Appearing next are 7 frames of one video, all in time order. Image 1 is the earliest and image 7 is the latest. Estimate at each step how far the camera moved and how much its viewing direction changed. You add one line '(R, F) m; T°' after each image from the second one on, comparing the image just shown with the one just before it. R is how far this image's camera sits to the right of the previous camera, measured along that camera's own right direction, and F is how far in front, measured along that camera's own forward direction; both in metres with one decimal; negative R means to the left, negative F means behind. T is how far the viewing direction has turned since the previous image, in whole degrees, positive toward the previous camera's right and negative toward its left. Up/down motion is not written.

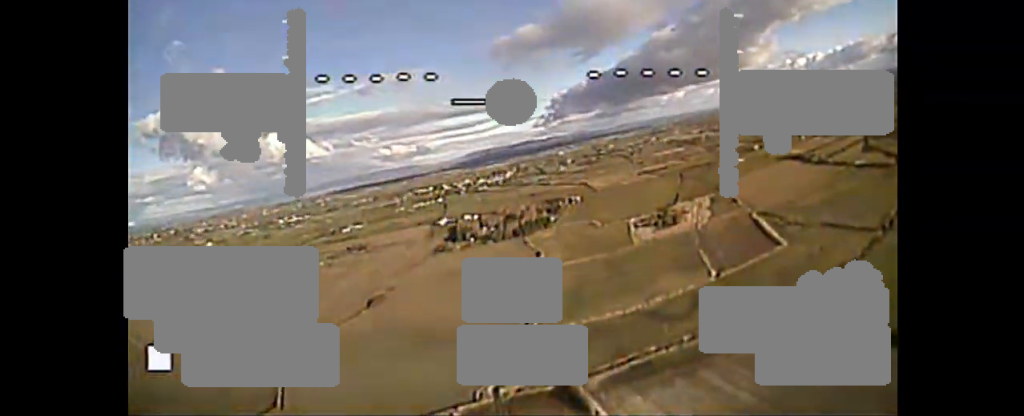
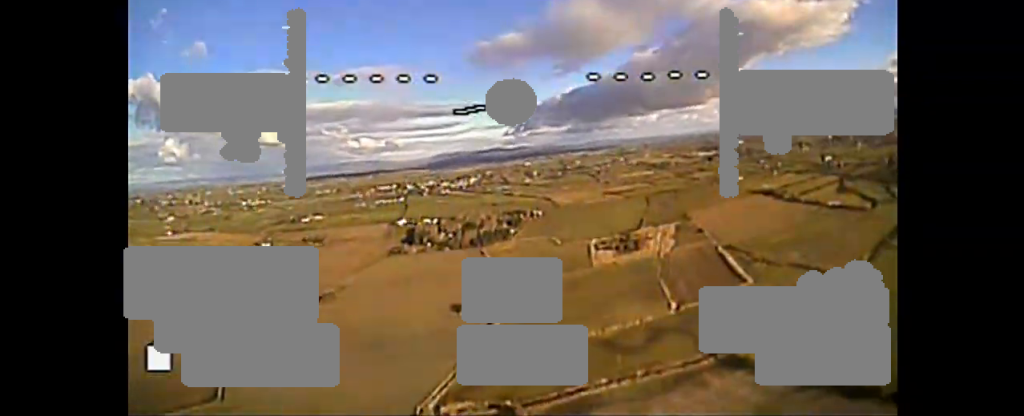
(+0.8, +12.5) m; +5°
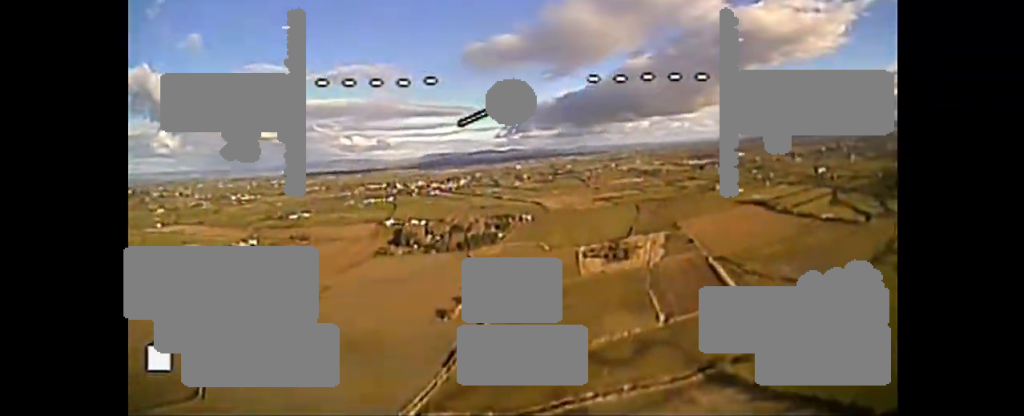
(+0.2, +7.5) m; +1°
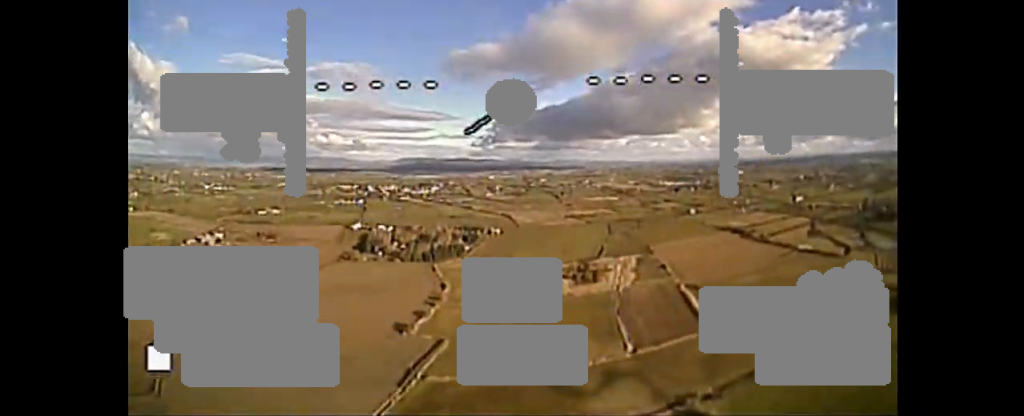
(+0.3, +15.3) m; -4°
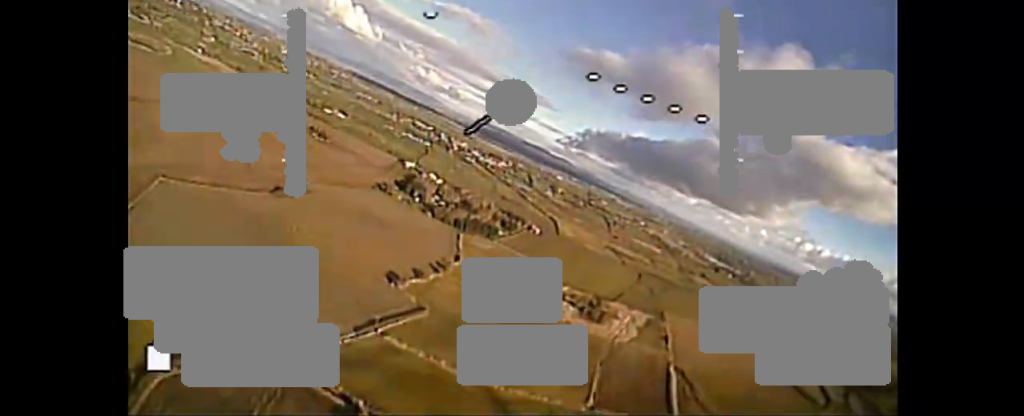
(-1.9, +16.0) m; -18°
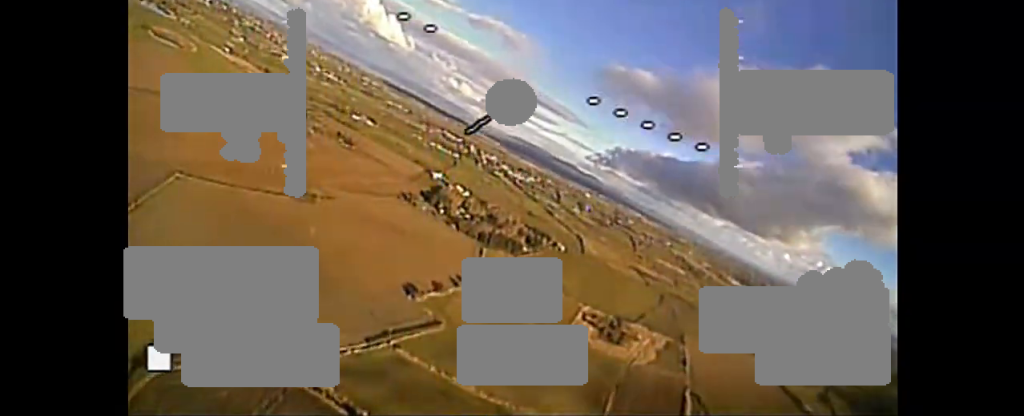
(-1.2, +6.4) m; -6°
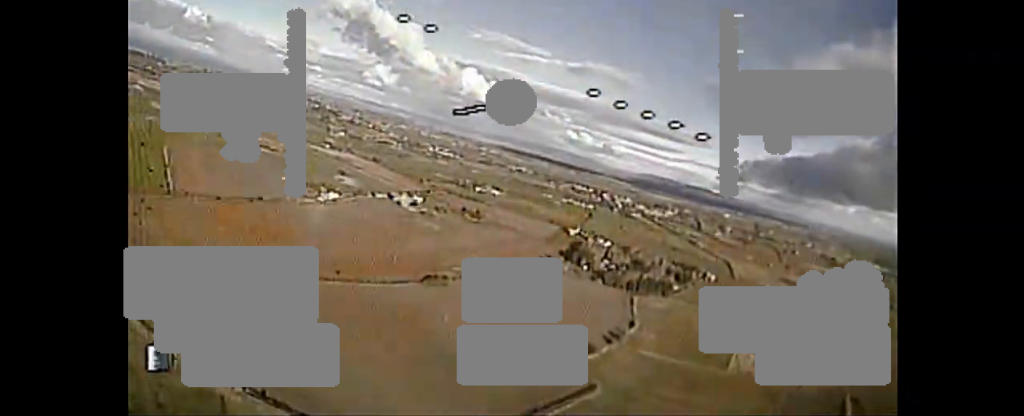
(-1.8, +19.7) m; -17°
